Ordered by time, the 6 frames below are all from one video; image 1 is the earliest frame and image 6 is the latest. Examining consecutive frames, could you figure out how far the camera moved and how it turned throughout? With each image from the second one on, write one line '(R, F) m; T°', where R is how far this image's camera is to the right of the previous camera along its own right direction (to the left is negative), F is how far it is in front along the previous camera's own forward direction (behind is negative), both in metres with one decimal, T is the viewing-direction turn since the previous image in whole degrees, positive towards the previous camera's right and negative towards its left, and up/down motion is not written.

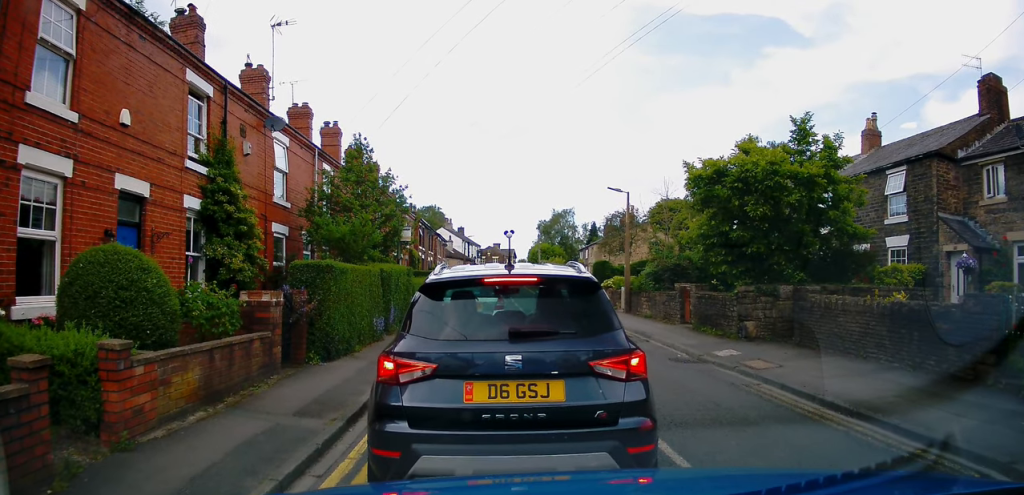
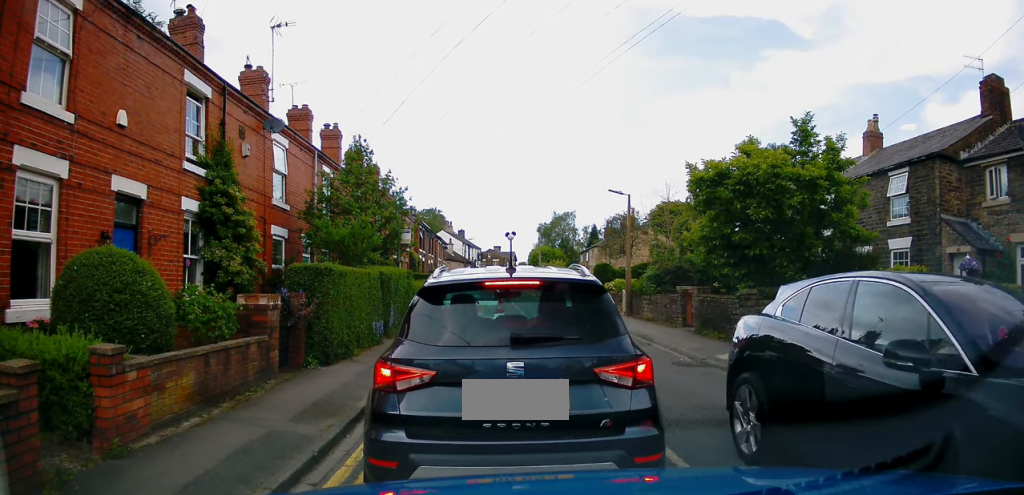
(+0.1, +0.2) m; 0°
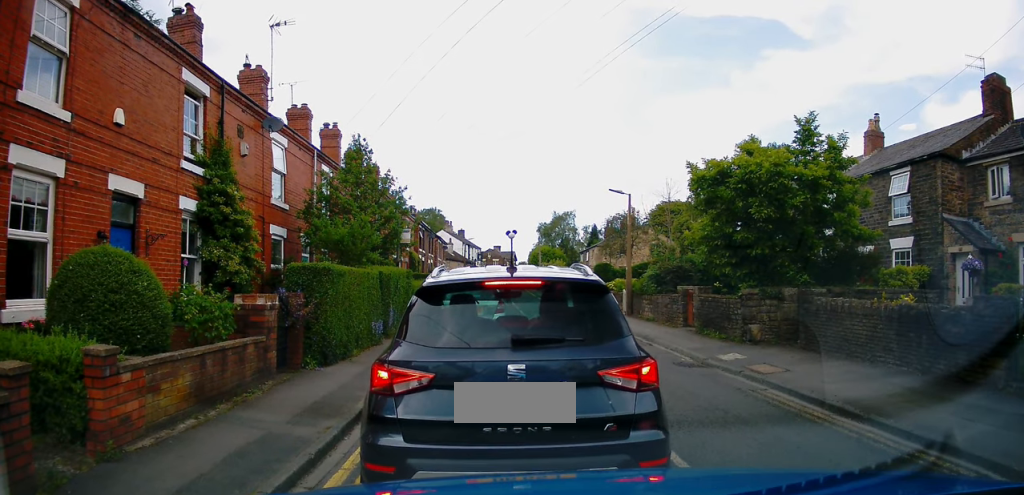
(0.0, 0.0) m; 0°
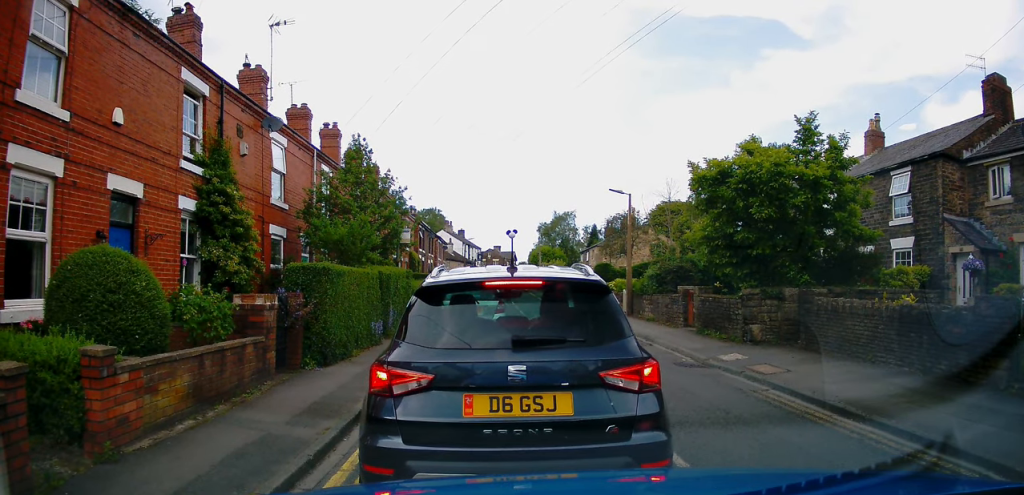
(0.0, 0.0) m; 0°
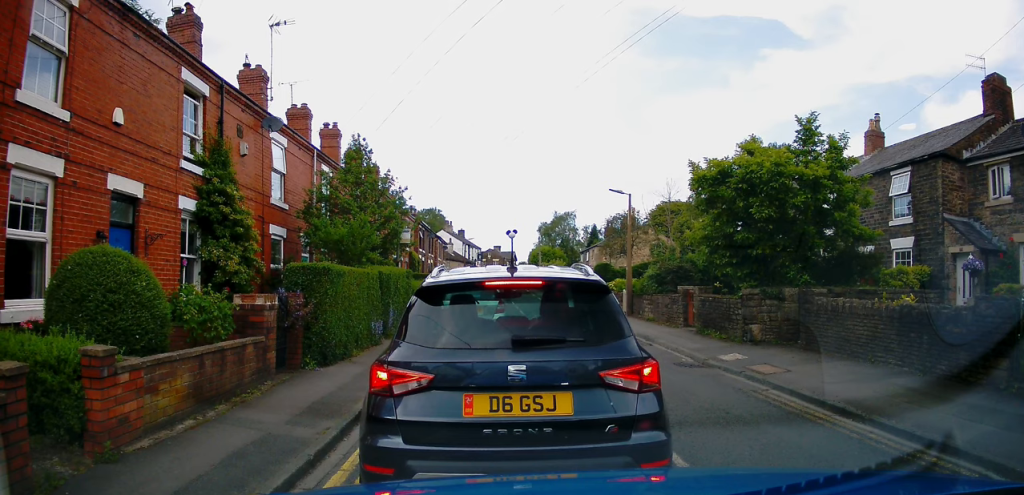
(0.0, 0.0) m; 0°
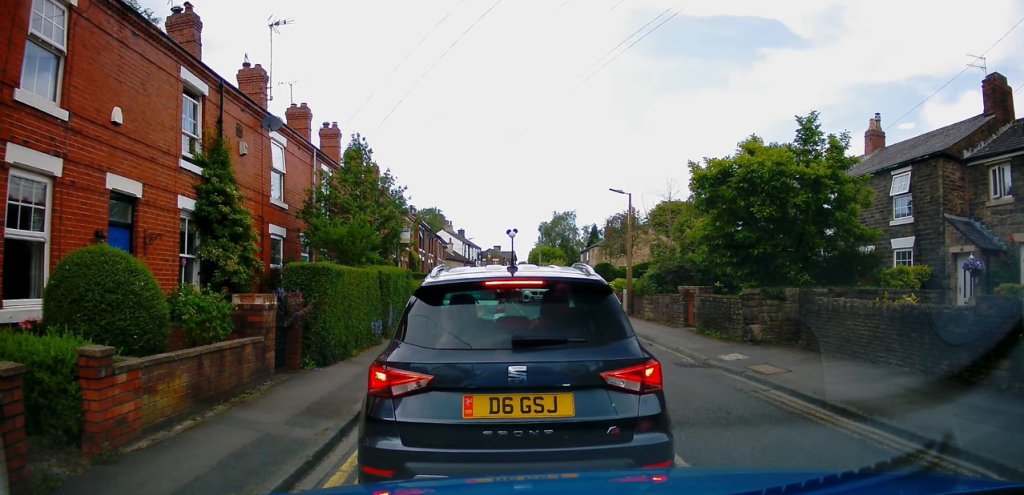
(0.0, 0.0) m; 0°
